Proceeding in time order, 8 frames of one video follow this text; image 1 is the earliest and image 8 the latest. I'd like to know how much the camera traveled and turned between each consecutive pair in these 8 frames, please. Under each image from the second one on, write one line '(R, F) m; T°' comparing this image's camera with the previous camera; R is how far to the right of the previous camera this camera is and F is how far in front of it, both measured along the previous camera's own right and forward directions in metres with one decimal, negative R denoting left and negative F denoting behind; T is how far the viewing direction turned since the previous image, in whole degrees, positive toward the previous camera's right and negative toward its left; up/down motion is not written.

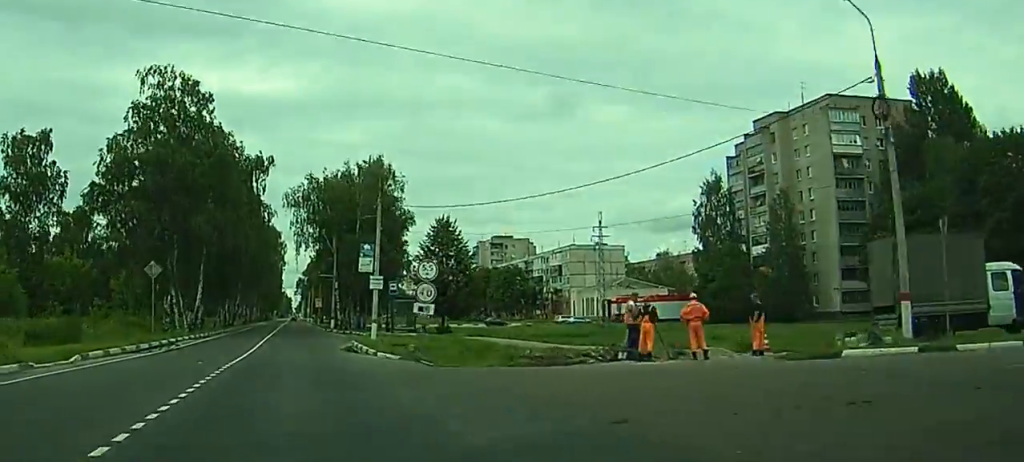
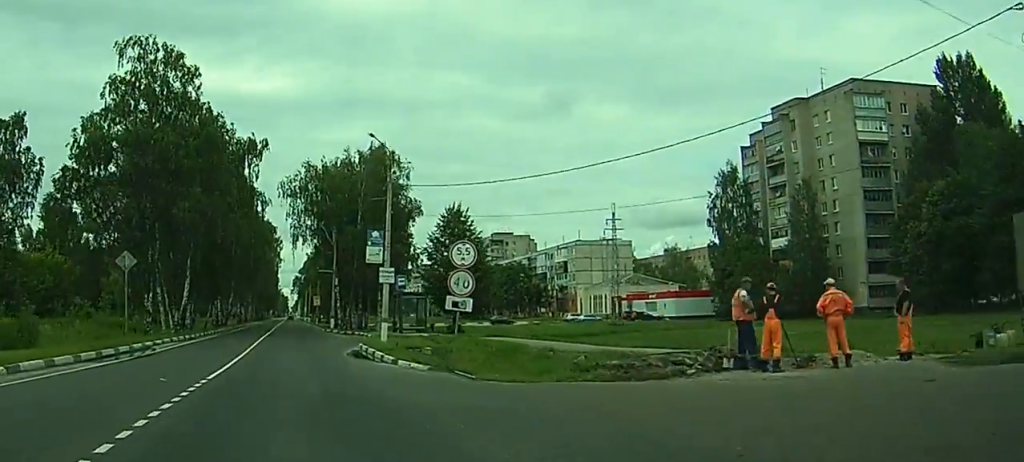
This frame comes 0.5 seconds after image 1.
(0.0, +6.9) m; 0°
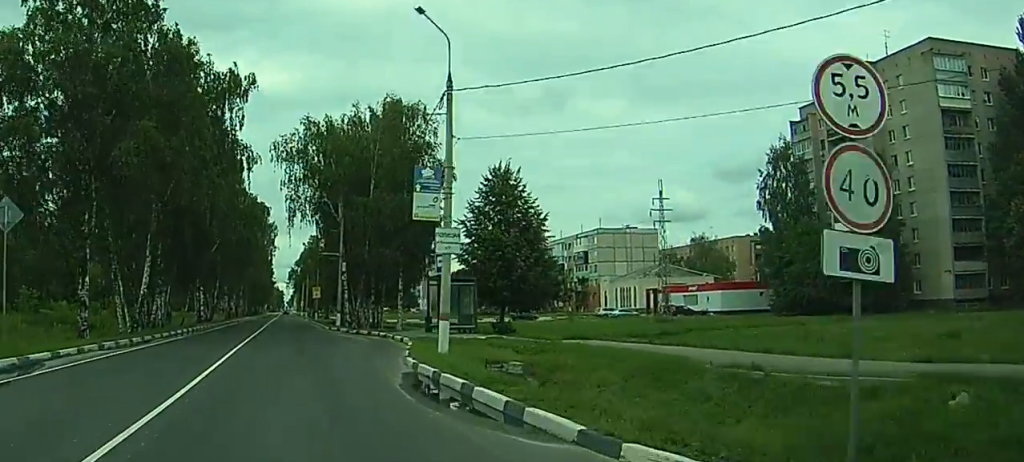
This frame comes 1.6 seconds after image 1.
(+0.1, +17.1) m; 0°
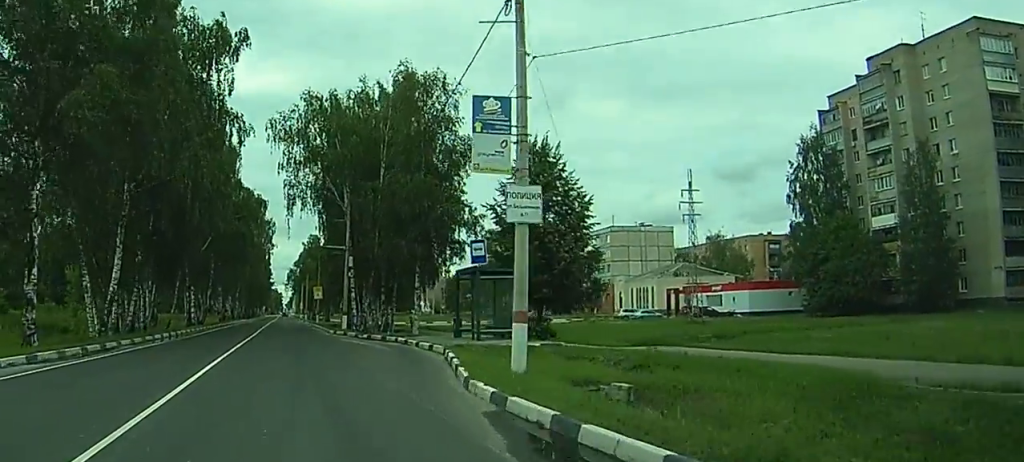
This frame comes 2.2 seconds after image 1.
(0.0, +8.1) m; 0°
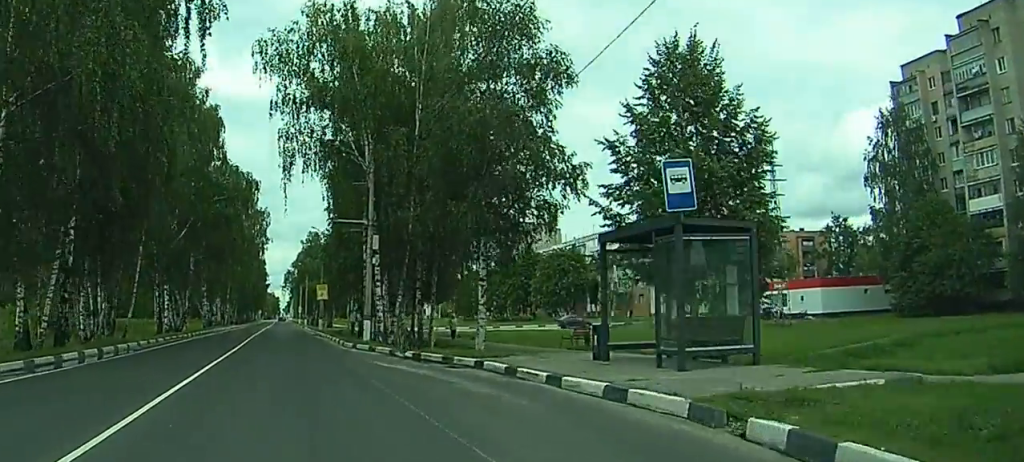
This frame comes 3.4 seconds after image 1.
(0.0, +17.4) m; 0°
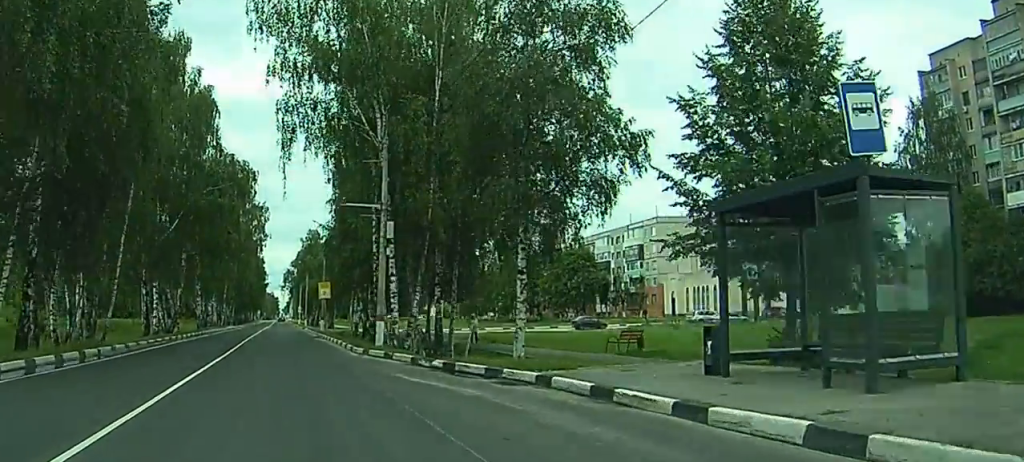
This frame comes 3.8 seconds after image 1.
(0.0, +5.6) m; 0°
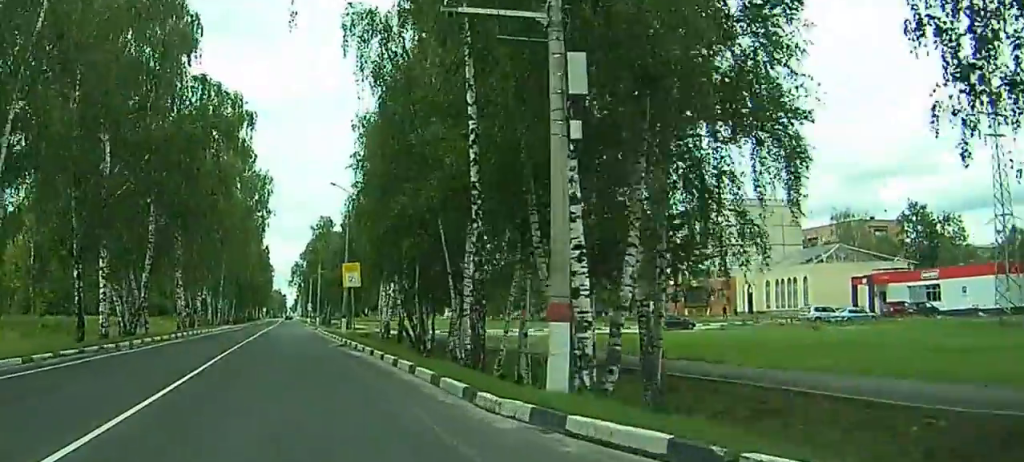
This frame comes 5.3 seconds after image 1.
(0.0, +20.8) m; 0°
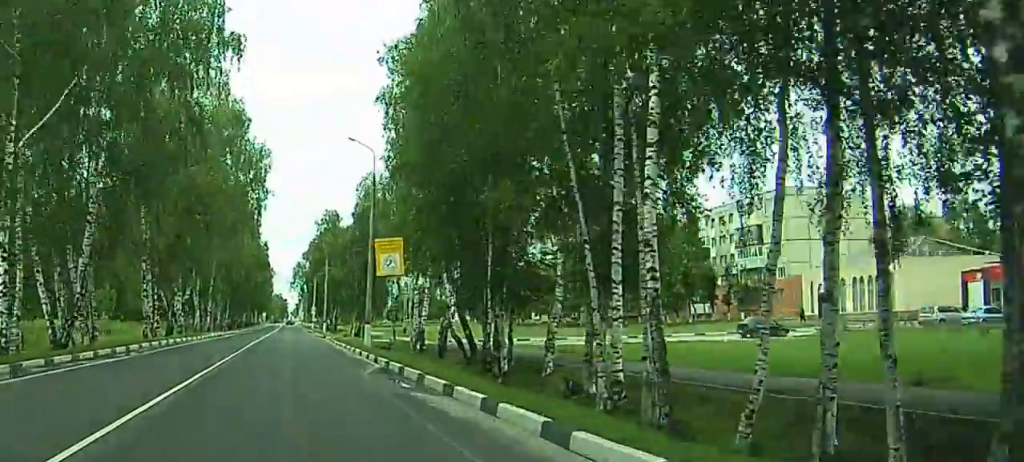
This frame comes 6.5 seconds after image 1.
(-0.1, +15.7) m; -1°
